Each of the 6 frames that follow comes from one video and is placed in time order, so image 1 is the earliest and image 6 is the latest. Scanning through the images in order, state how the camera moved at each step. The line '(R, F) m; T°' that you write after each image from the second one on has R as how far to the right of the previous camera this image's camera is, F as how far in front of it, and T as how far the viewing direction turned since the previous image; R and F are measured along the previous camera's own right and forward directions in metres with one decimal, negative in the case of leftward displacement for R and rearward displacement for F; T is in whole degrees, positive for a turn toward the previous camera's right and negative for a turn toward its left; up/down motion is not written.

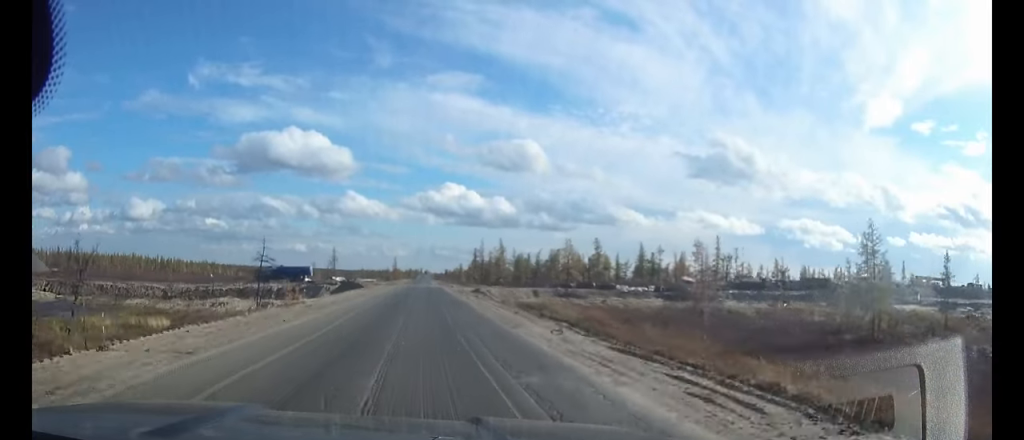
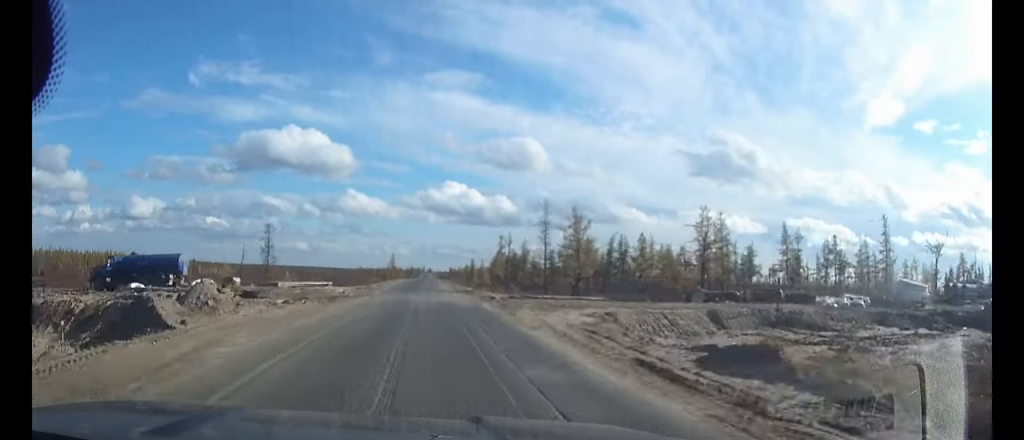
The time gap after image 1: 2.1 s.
(+0.1, +48.1) m; 0°
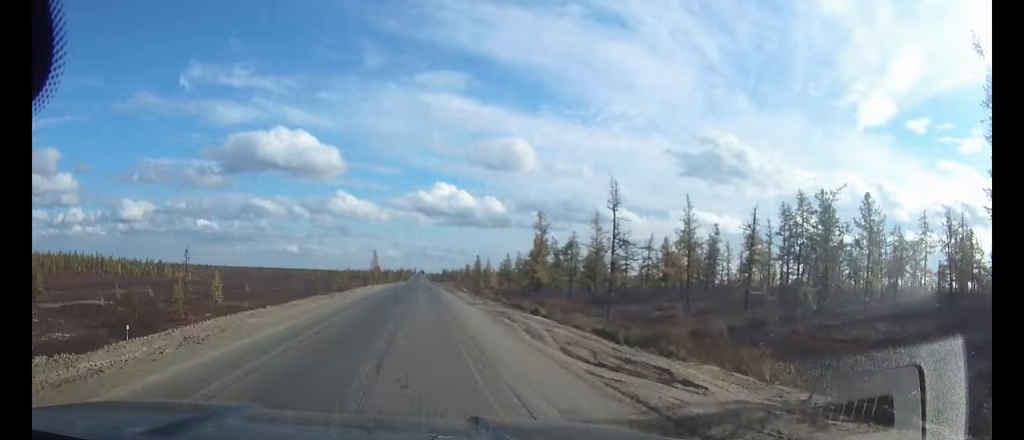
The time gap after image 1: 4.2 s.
(+0.1, +48.1) m; 0°
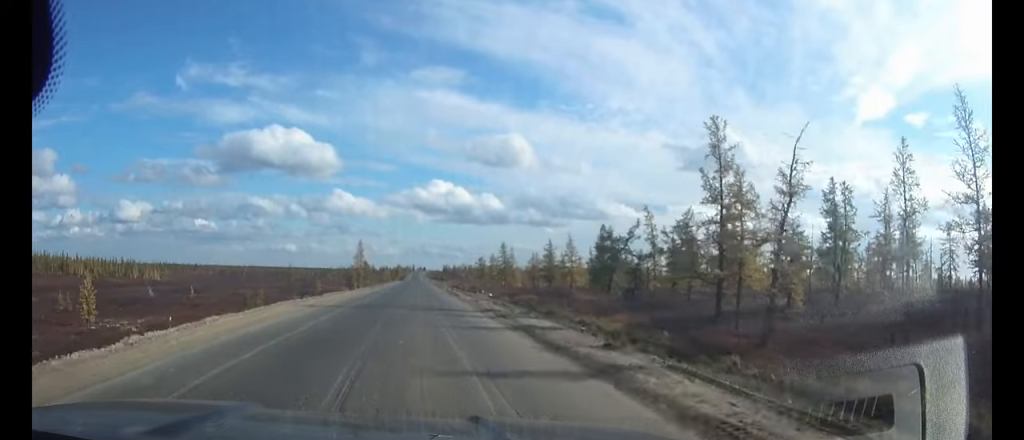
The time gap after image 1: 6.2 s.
(0.0, +44.4) m; 0°
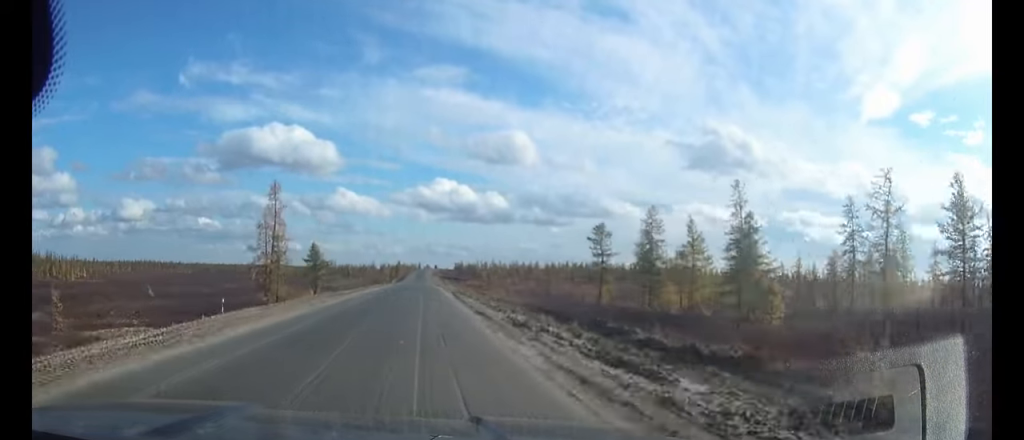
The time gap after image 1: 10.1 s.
(-0.5, +92.0) m; -1°
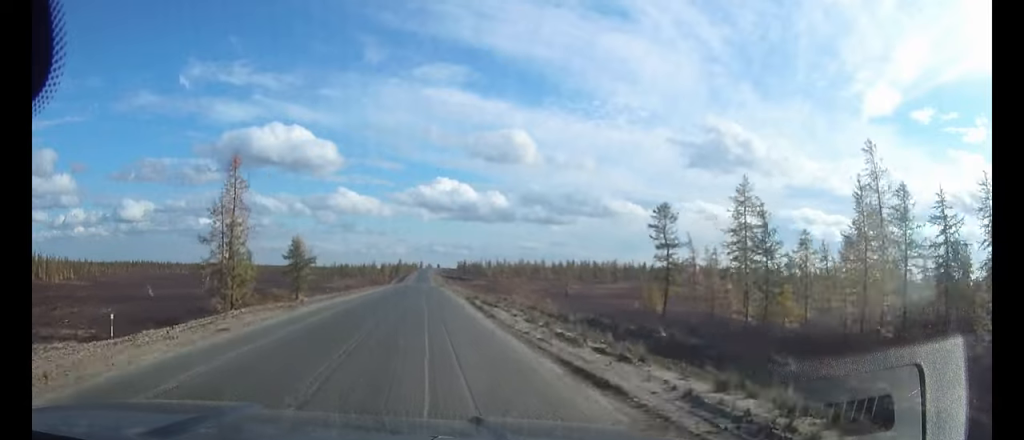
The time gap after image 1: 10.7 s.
(0.0, +12.5) m; 0°
